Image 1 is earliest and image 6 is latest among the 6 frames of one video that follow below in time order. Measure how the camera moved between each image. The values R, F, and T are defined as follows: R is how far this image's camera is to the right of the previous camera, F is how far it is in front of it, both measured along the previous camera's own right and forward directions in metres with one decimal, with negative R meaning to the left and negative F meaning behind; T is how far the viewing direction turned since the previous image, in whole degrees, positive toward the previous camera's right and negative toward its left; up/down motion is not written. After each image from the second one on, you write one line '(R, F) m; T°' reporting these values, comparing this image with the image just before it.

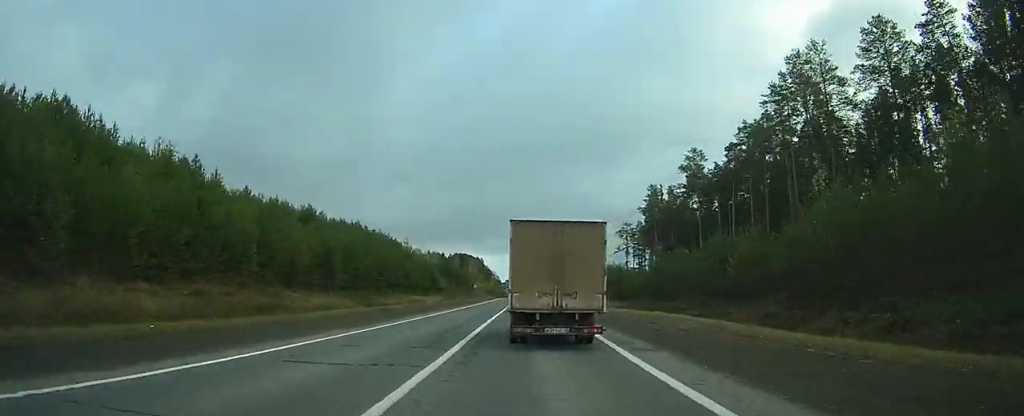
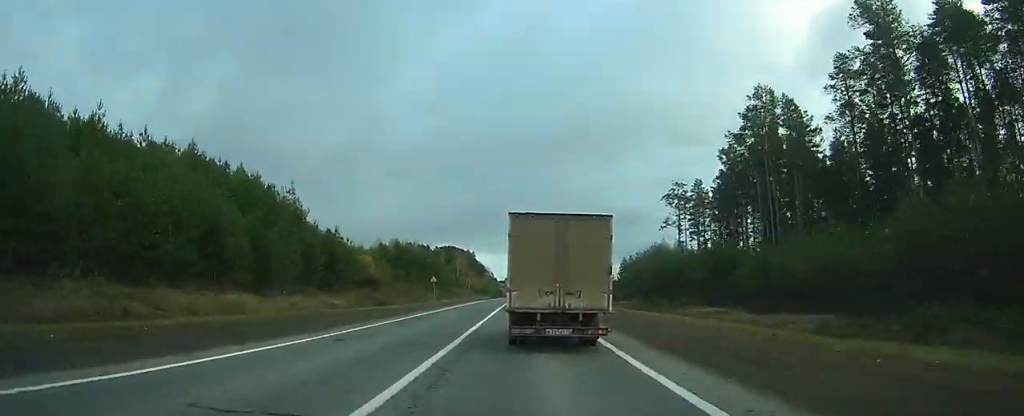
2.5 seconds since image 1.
(+0.2, +57.6) m; 0°
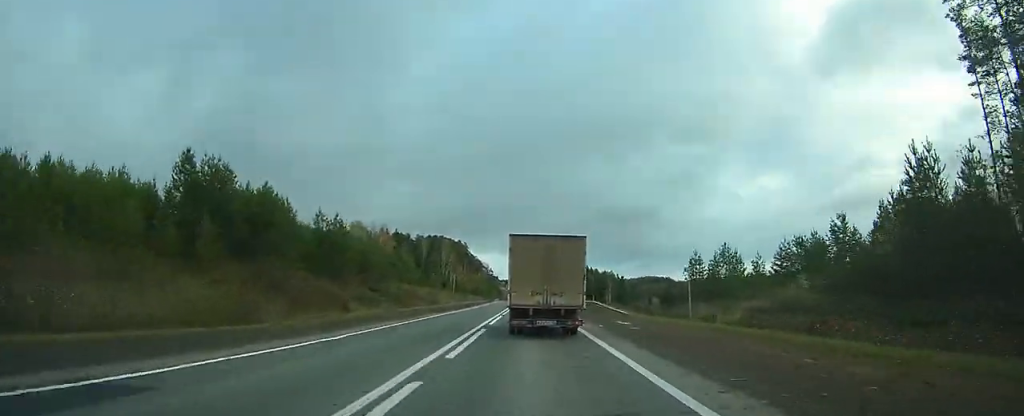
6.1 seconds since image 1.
(+0.2, +79.3) m; 0°
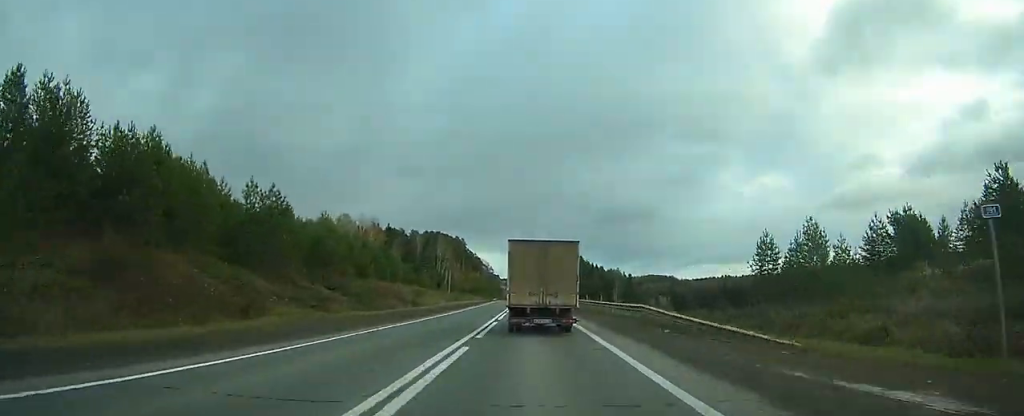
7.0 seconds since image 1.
(0.0, +18.9) m; 0°
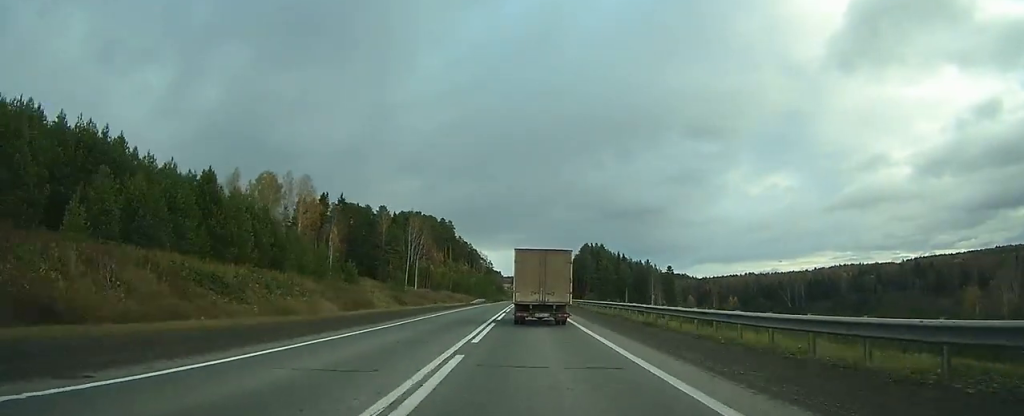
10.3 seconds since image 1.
(-0.2, +74.7) m; -1°
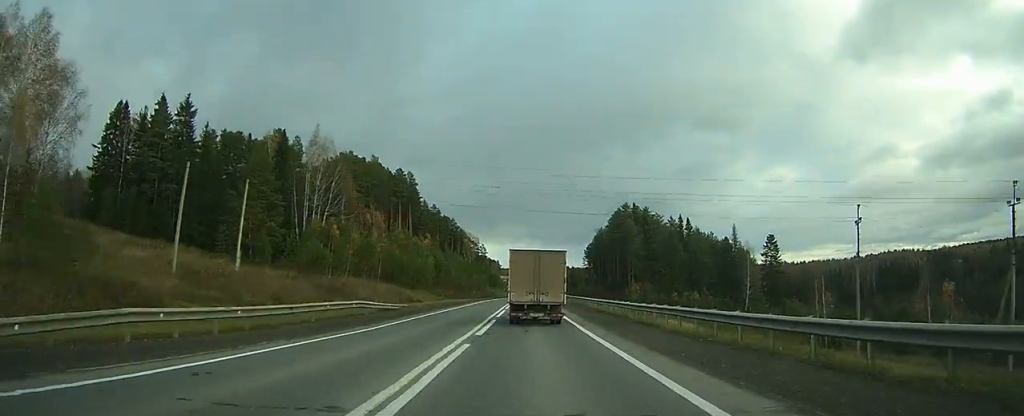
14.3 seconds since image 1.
(-1.7, +108.6) m; -6°
